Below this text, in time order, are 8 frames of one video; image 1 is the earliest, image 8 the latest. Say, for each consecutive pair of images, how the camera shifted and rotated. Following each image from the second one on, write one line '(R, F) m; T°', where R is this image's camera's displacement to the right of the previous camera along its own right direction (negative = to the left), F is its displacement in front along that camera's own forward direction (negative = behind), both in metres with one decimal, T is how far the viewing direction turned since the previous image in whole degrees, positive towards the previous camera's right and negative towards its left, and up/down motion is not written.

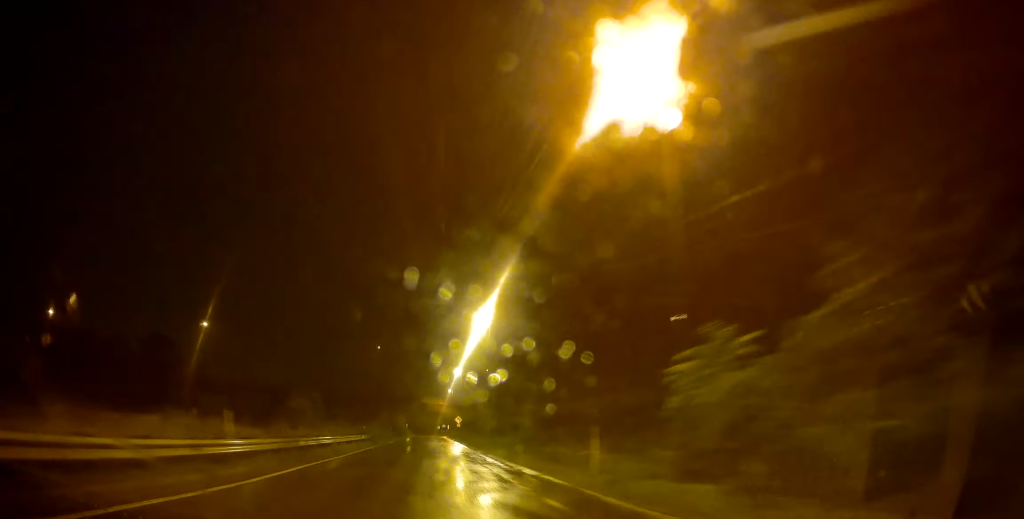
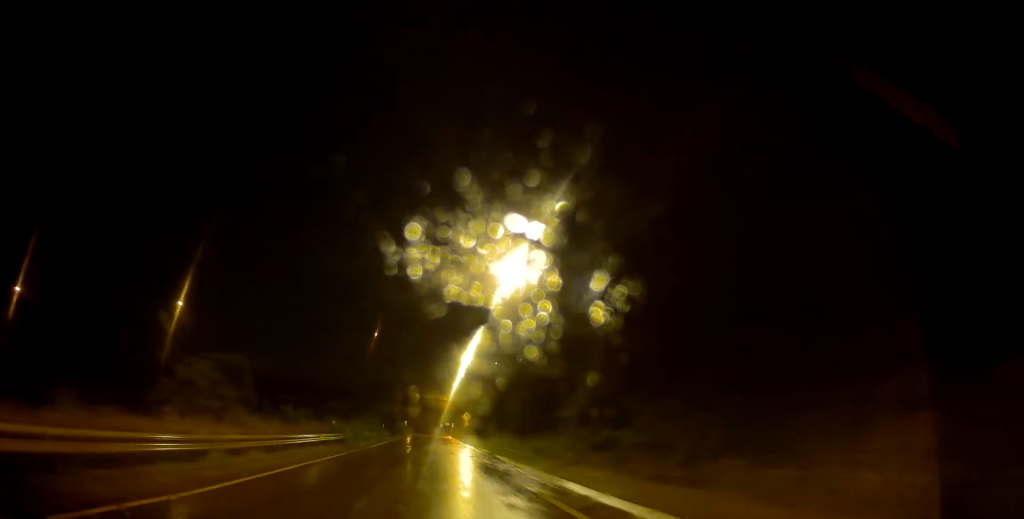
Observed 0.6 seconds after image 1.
(0.0, +16.4) m; 0°
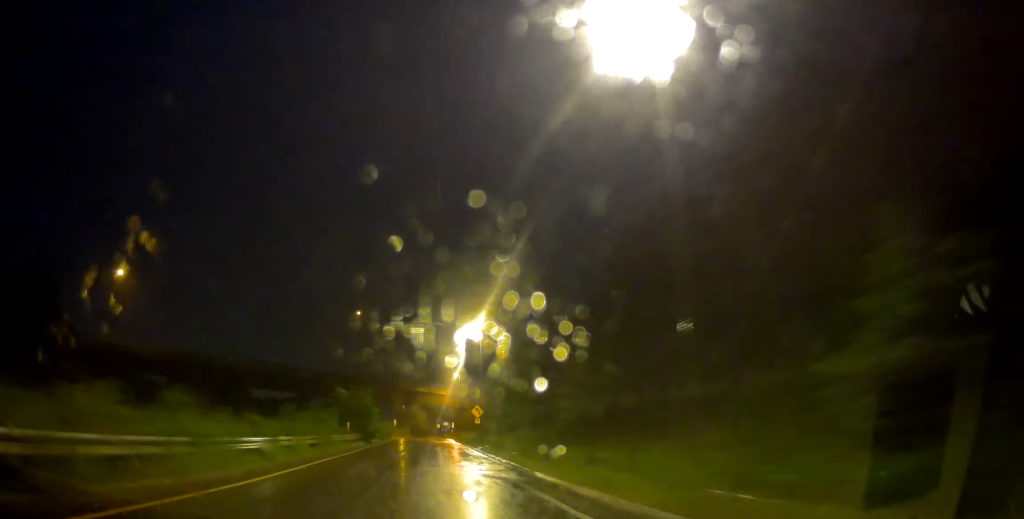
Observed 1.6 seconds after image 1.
(+0.1, +24.3) m; 0°
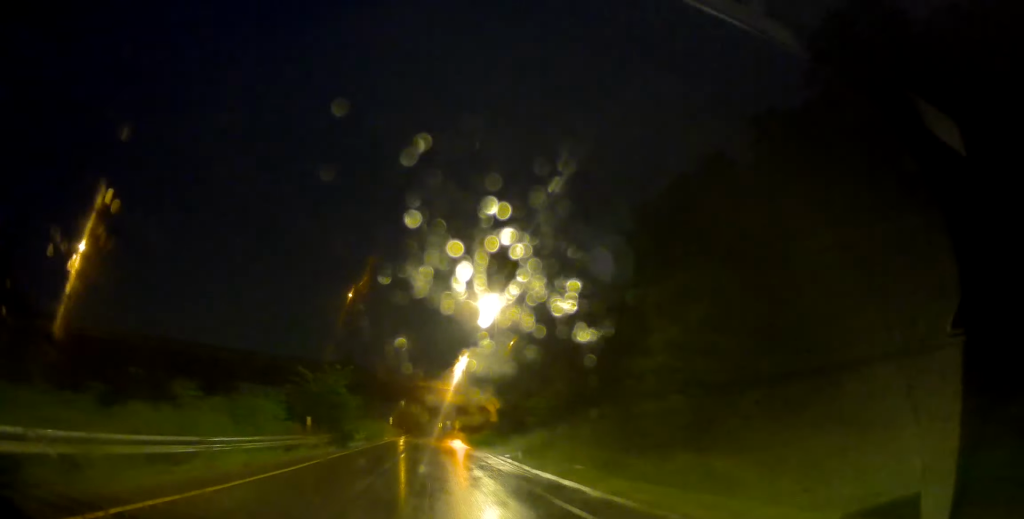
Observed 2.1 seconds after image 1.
(+0.1, +13.2) m; 0°
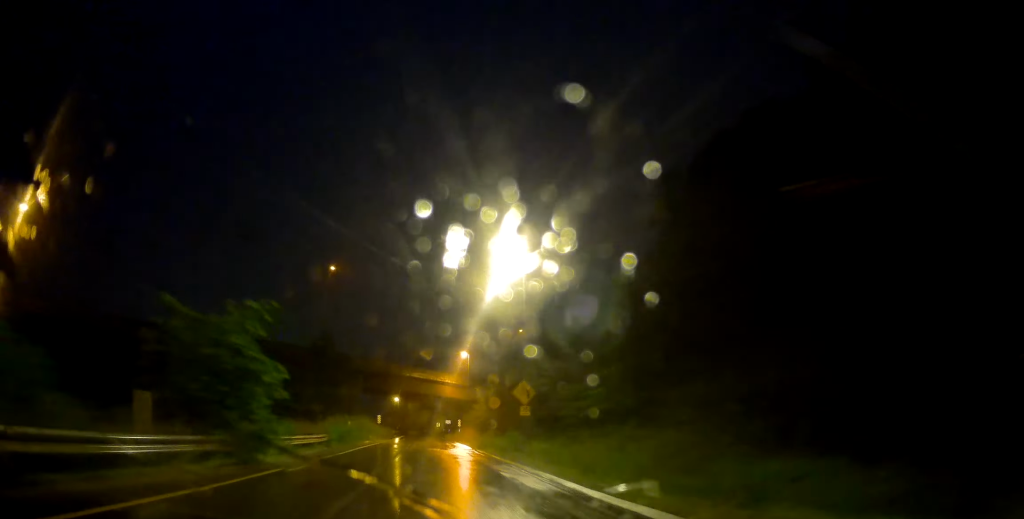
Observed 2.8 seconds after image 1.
(-0.2, +15.1) m; 0°
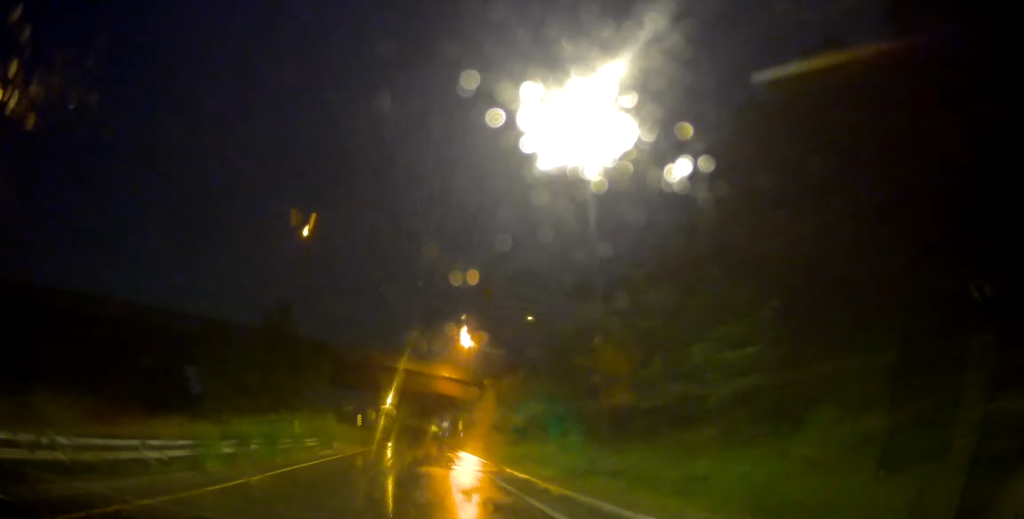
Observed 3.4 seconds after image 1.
(-0.1, +14.9) m; 0°
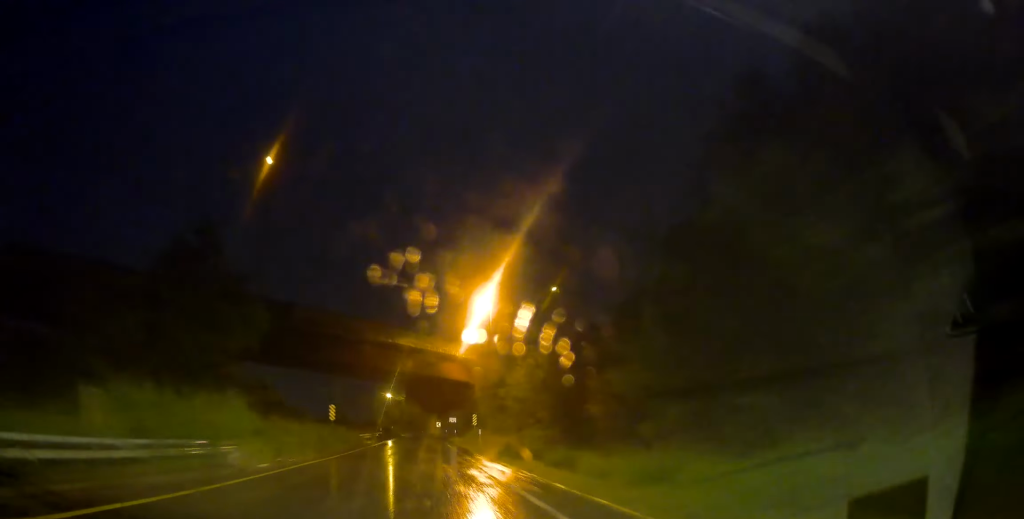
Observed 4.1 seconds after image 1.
(+0.1, +16.1) m; 0°
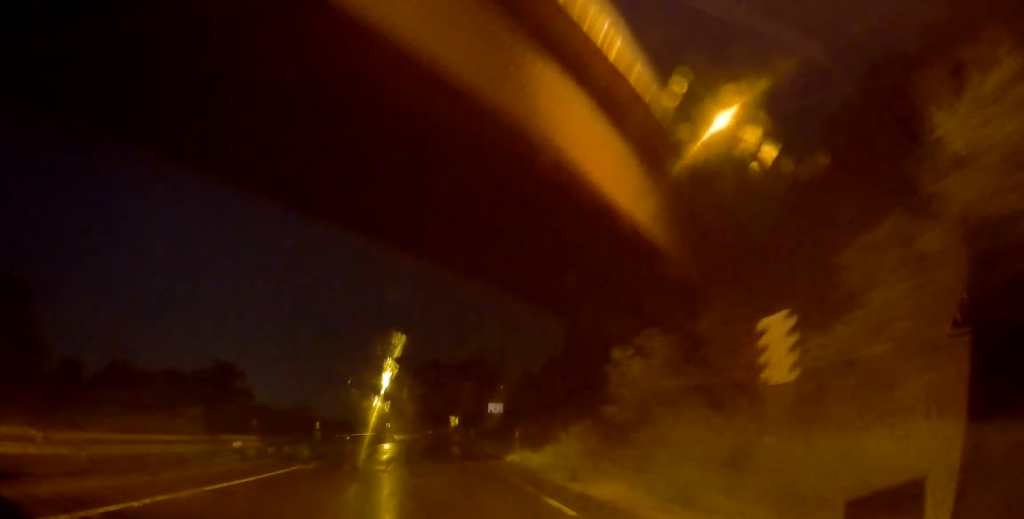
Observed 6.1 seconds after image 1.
(0.0, +44.8) m; +1°
